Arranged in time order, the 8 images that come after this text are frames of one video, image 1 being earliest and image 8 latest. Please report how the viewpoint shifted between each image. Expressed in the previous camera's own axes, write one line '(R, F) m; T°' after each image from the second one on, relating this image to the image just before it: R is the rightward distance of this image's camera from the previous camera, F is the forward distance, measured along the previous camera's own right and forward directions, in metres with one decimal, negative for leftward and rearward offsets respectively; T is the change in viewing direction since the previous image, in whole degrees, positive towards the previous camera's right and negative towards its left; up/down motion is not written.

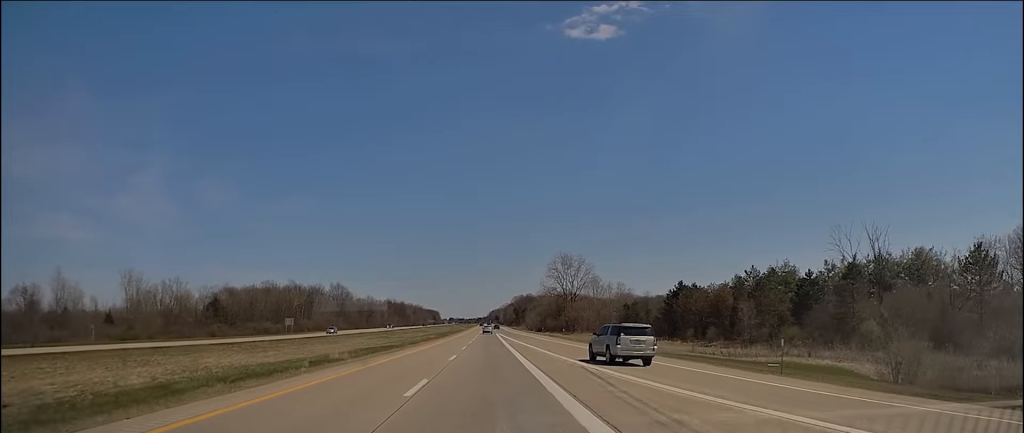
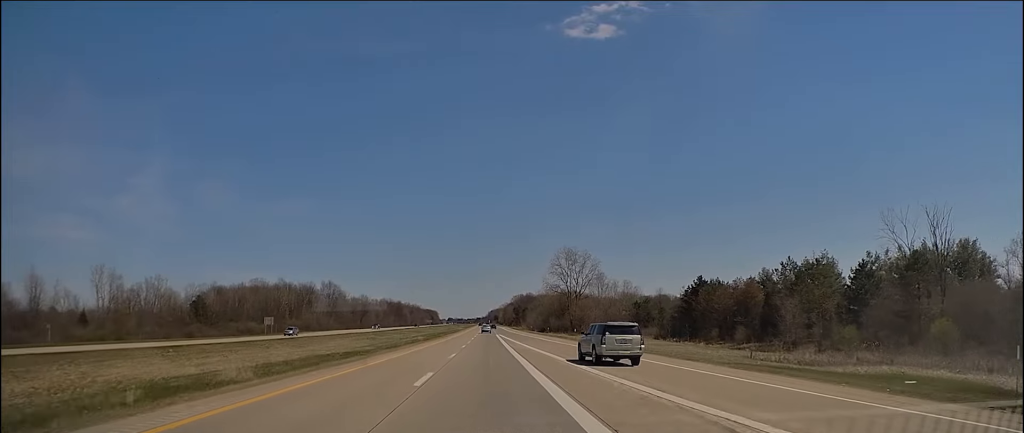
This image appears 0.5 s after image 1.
(+0.3, +13.5) m; 0°
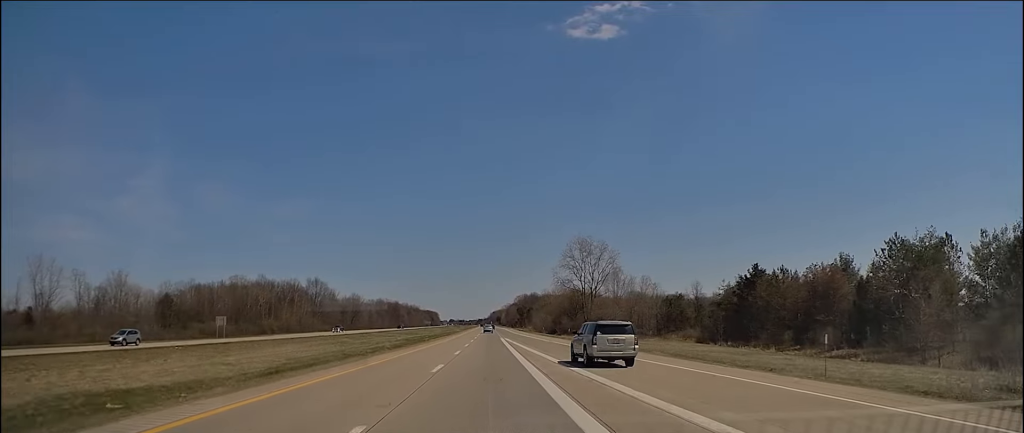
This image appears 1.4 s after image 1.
(-0.4, +25.7) m; -1°
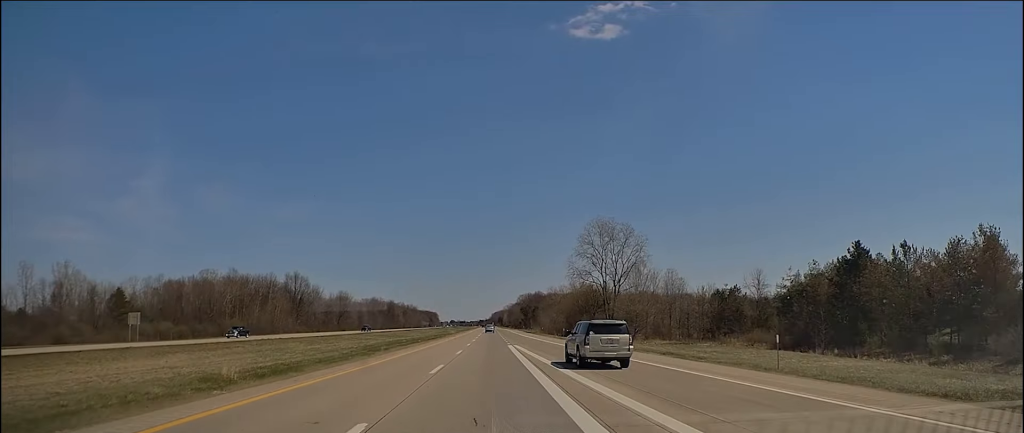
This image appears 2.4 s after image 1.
(-0.1, +29.6) m; +1°
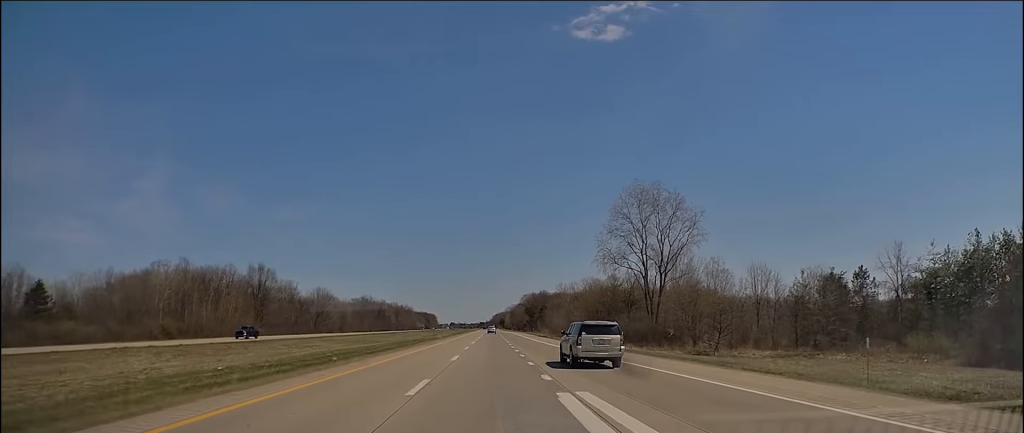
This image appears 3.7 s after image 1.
(+0.5, +37.1) m; 0°
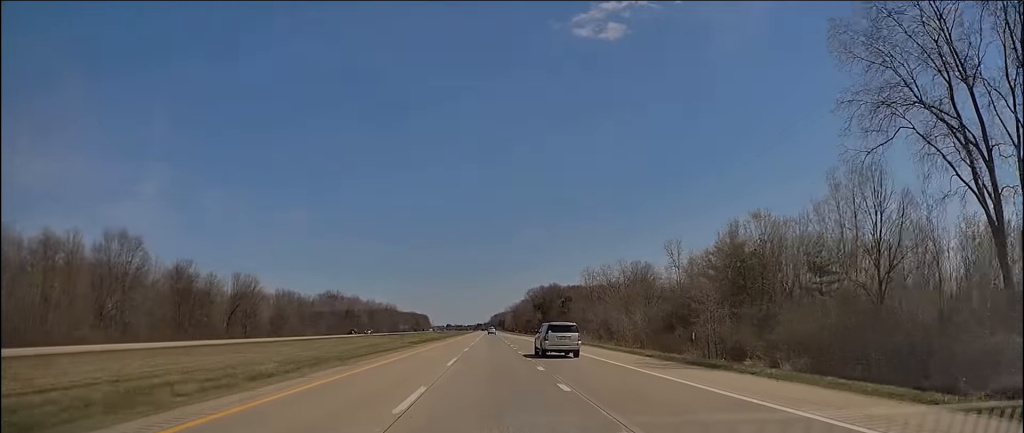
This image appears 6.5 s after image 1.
(-0.3, +79.1) m; +1°
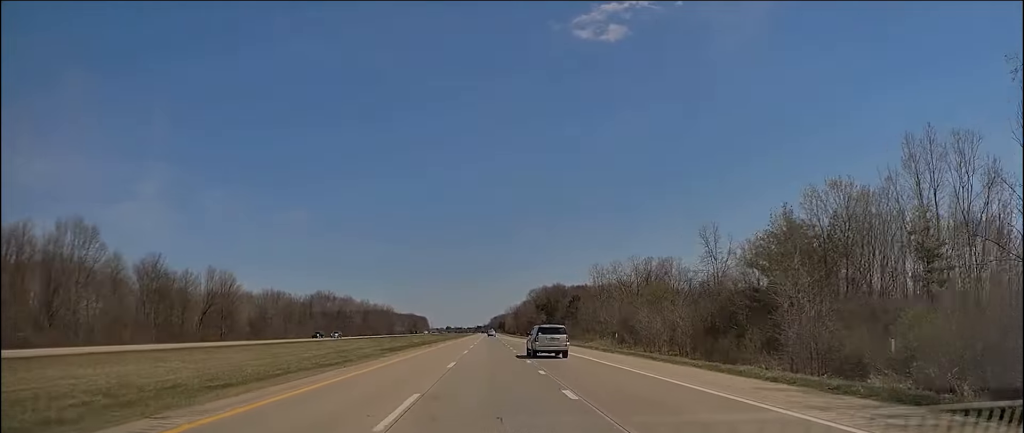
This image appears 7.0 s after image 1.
(0.0, +16.2) m; 0°
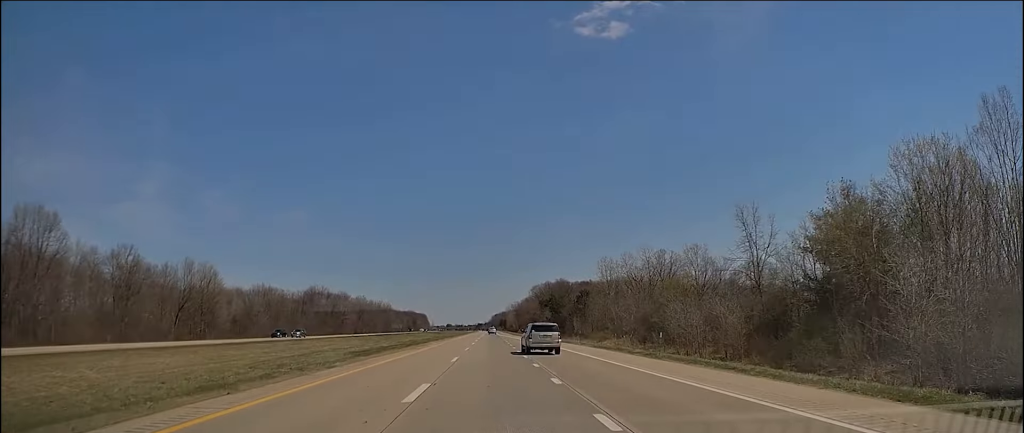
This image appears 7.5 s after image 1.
(+0.1, +12.4) m; 0°
